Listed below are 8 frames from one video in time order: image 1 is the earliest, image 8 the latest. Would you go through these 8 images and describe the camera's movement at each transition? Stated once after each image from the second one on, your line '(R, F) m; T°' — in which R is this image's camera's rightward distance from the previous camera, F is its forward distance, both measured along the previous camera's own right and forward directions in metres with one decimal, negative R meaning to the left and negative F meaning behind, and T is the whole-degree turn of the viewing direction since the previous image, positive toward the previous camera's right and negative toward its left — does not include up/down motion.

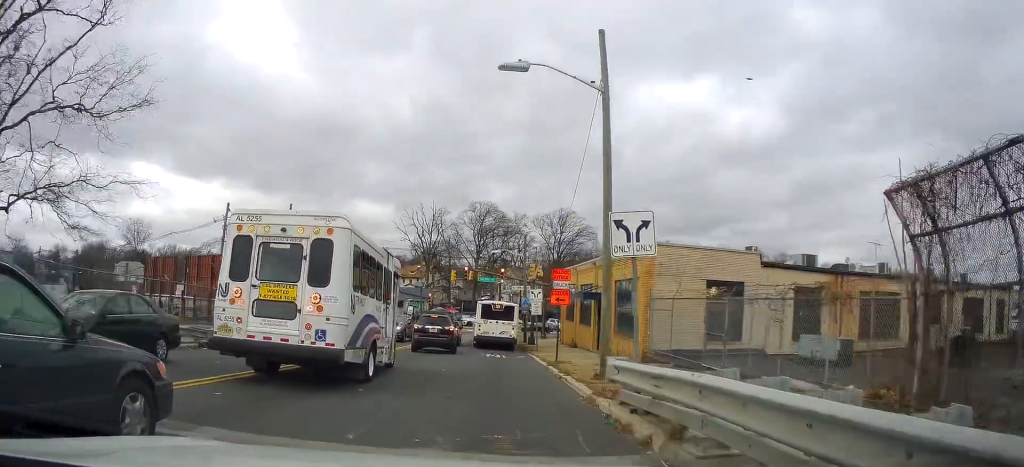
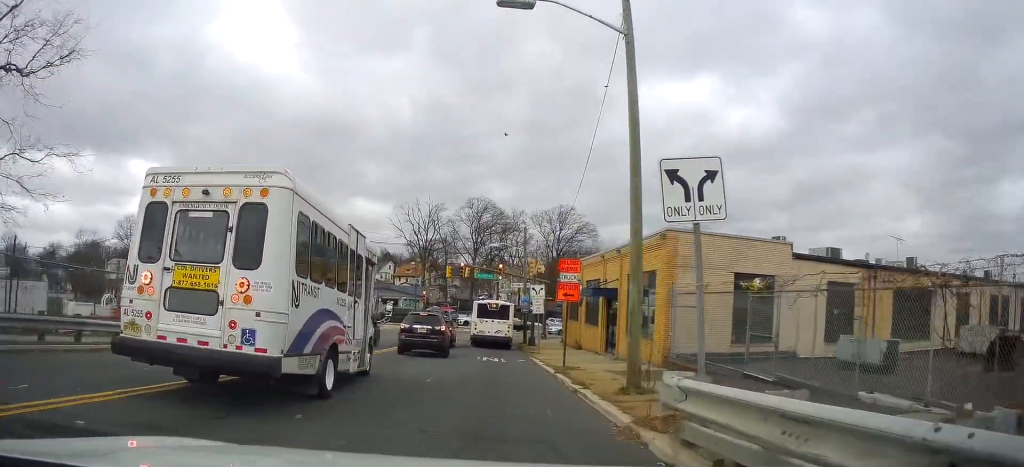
(+0.1, +3.4) m; 0°
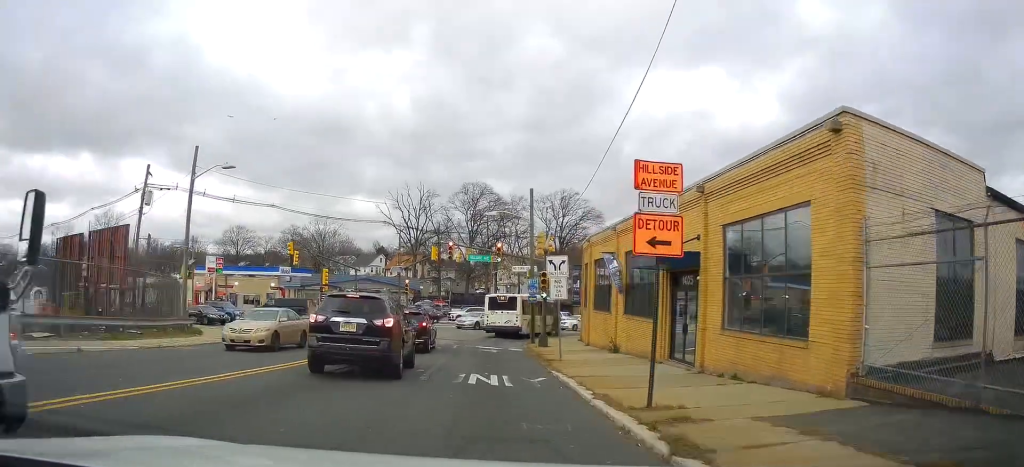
(+0.3, +11.4) m; +1°
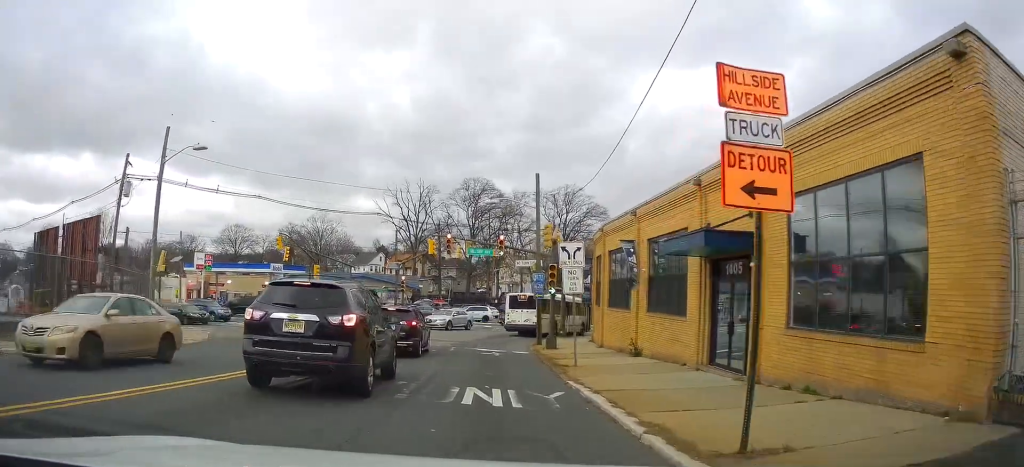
(+0.1, +3.2) m; -1°
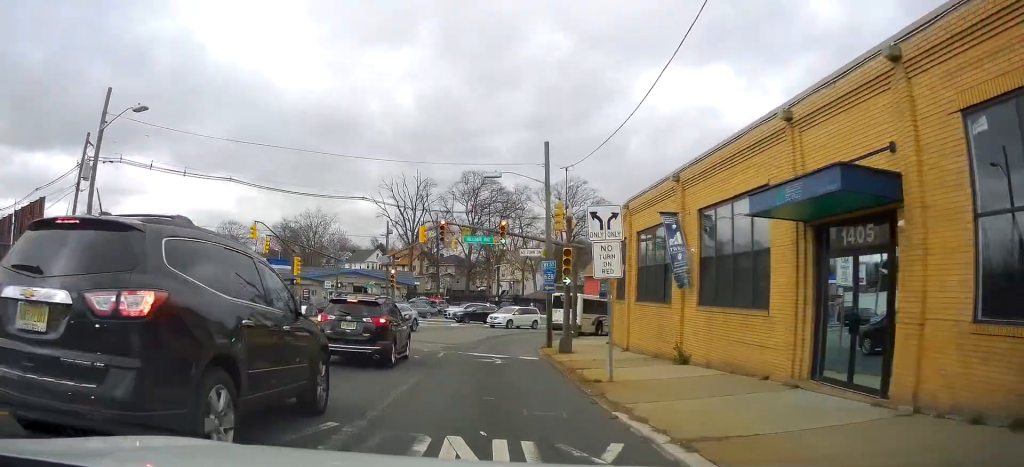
(-0.4, +5.2) m; -1°
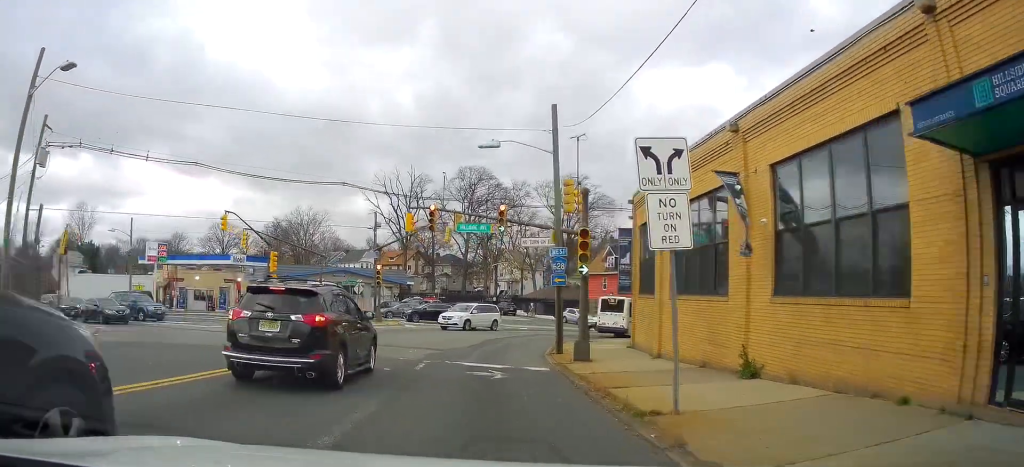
(+0.2, +4.5) m; +1°
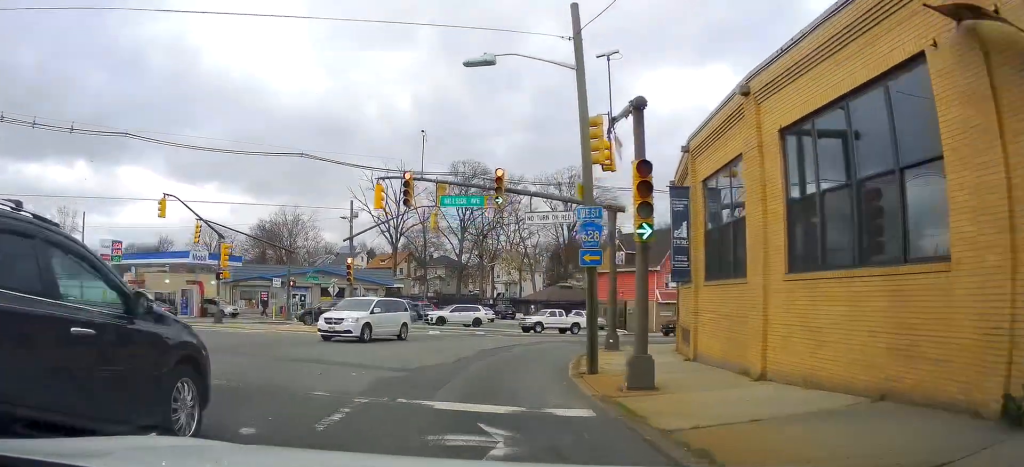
(0.0, +7.2) m; 0°
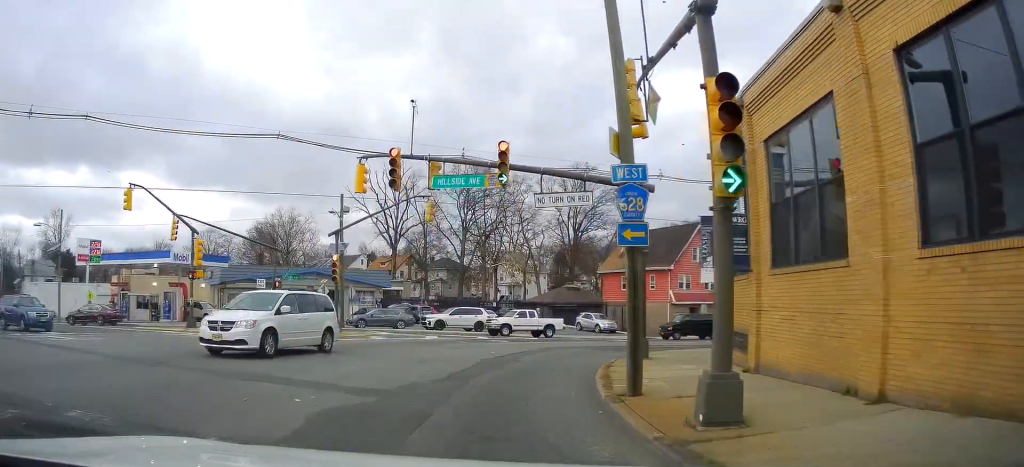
(0.0, +3.4) m; 0°
